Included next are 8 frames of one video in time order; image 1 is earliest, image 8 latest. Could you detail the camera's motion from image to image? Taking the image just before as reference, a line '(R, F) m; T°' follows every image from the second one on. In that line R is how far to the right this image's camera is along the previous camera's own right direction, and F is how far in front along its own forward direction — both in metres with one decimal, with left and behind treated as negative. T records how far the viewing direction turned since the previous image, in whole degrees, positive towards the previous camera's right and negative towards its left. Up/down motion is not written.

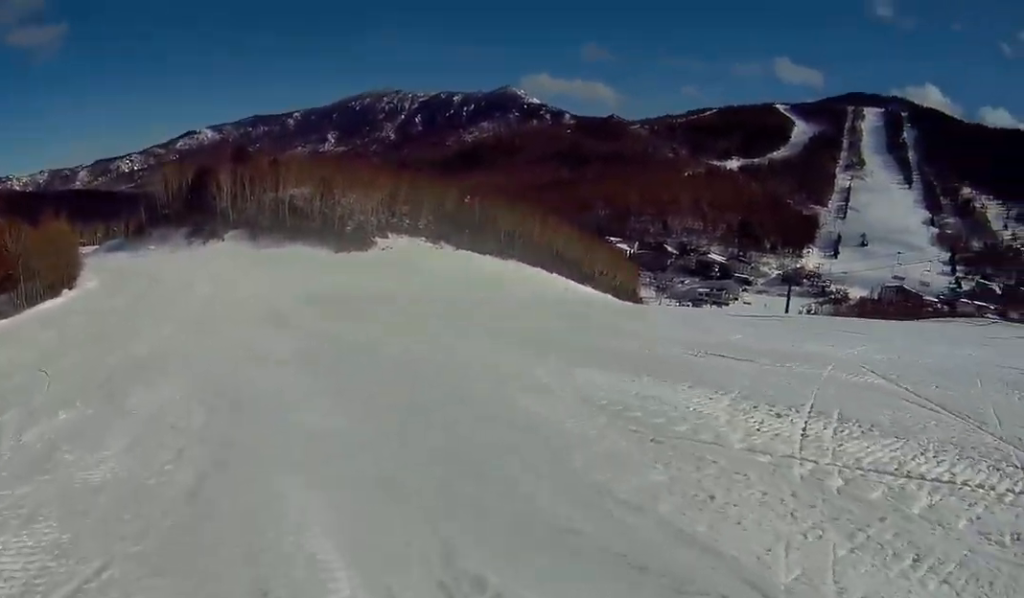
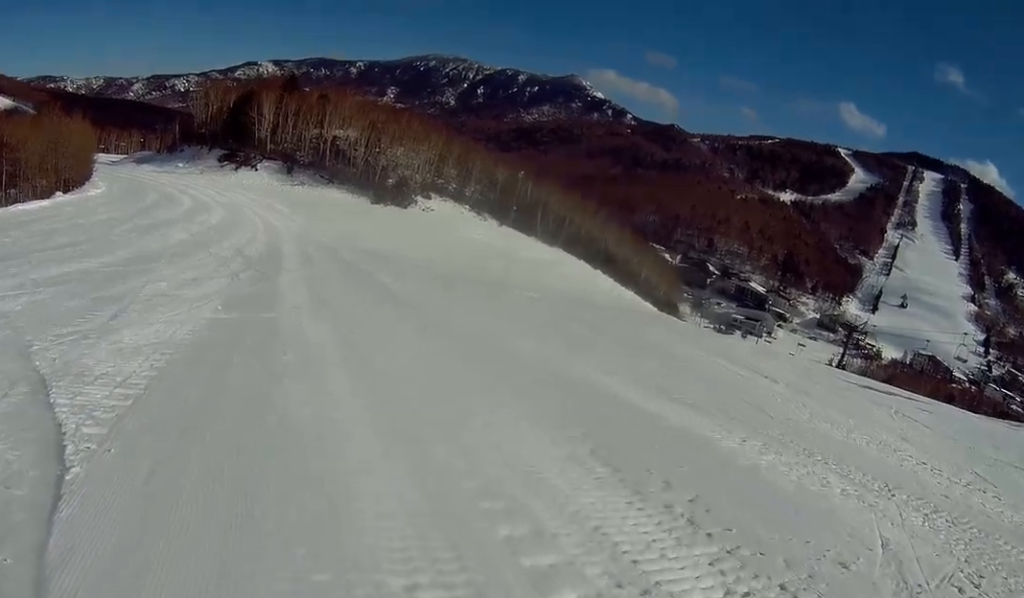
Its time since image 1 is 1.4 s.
(-1.5, +8.0) m; -9°
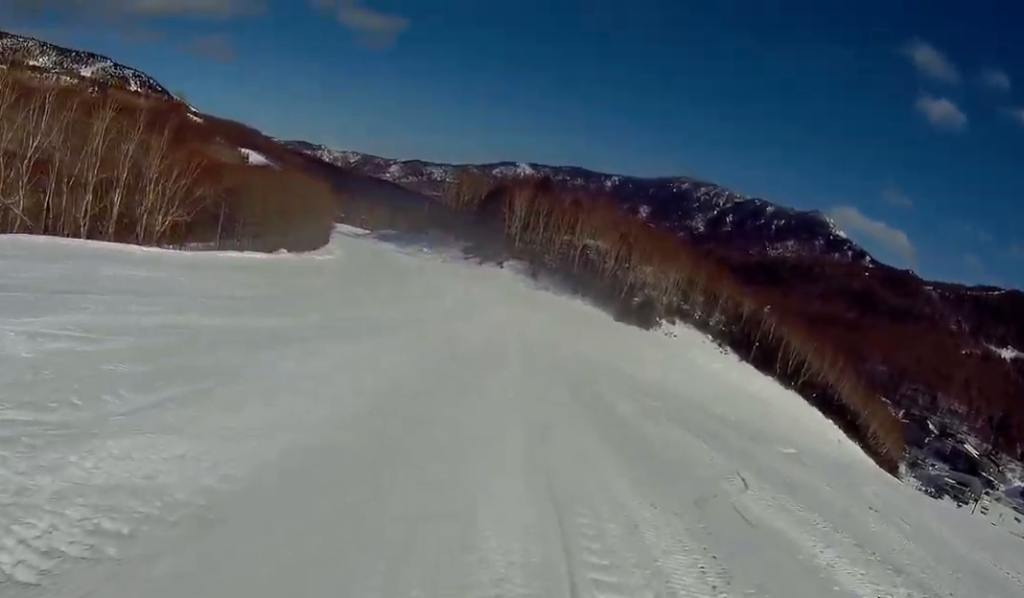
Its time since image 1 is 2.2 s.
(+0.1, +4.6) m; +13°
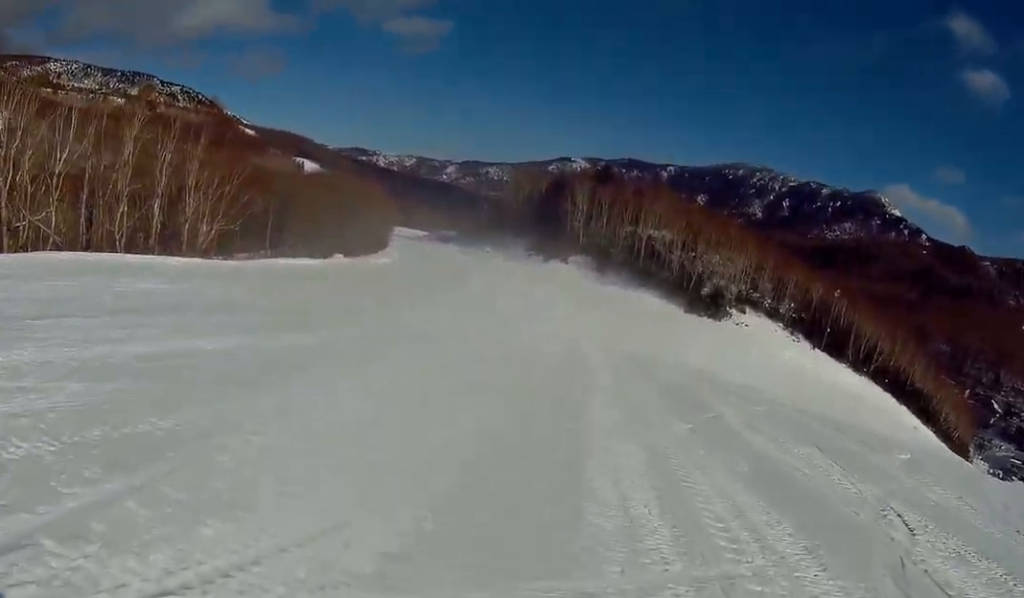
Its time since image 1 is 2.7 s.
(+0.5, +2.8) m; +2°
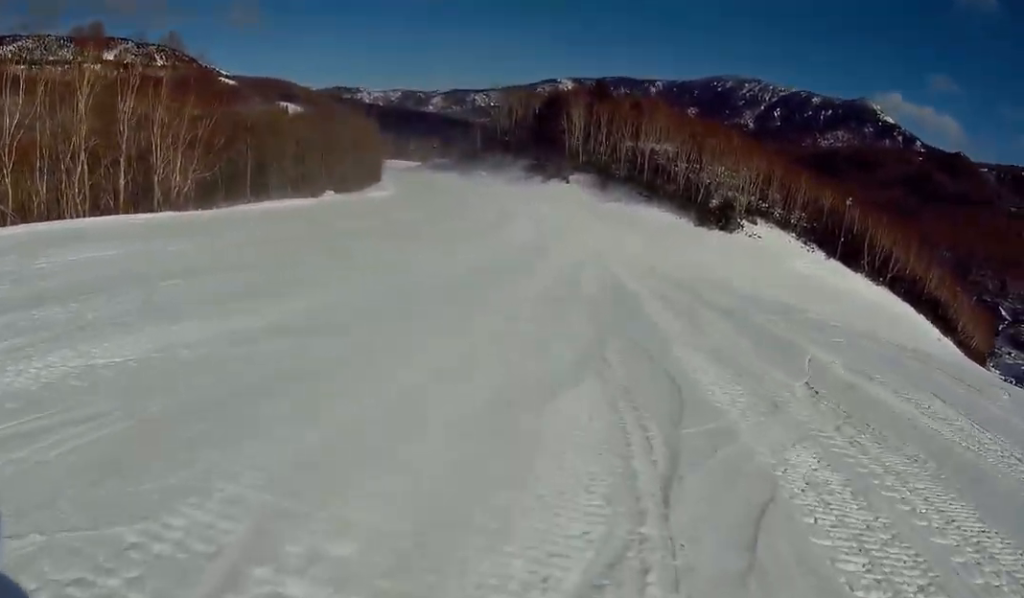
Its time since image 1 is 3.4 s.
(+0.7, +3.6) m; 0°
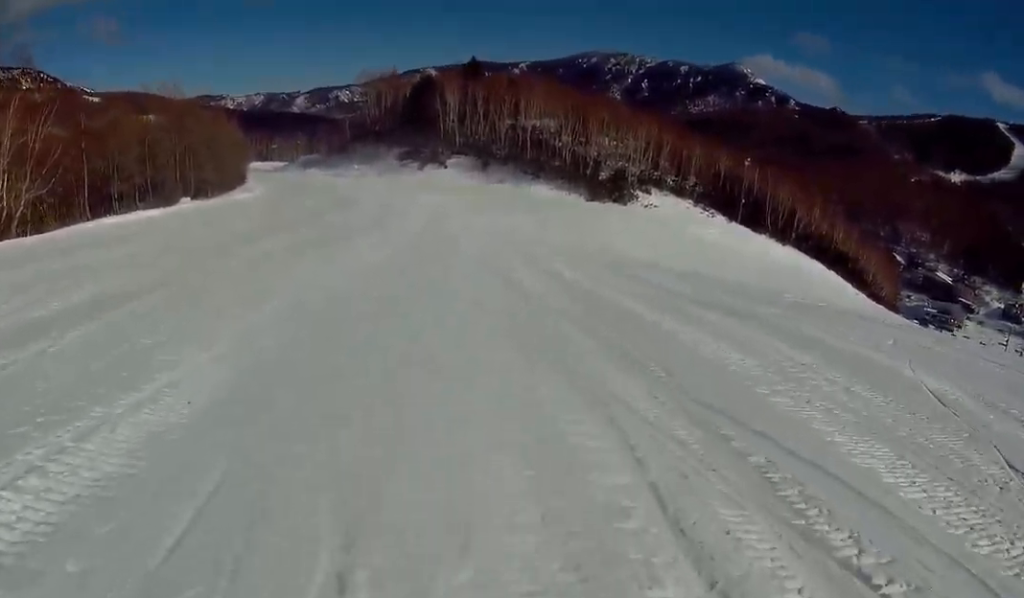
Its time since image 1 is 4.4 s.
(-1.2, +5.5) m; -13°
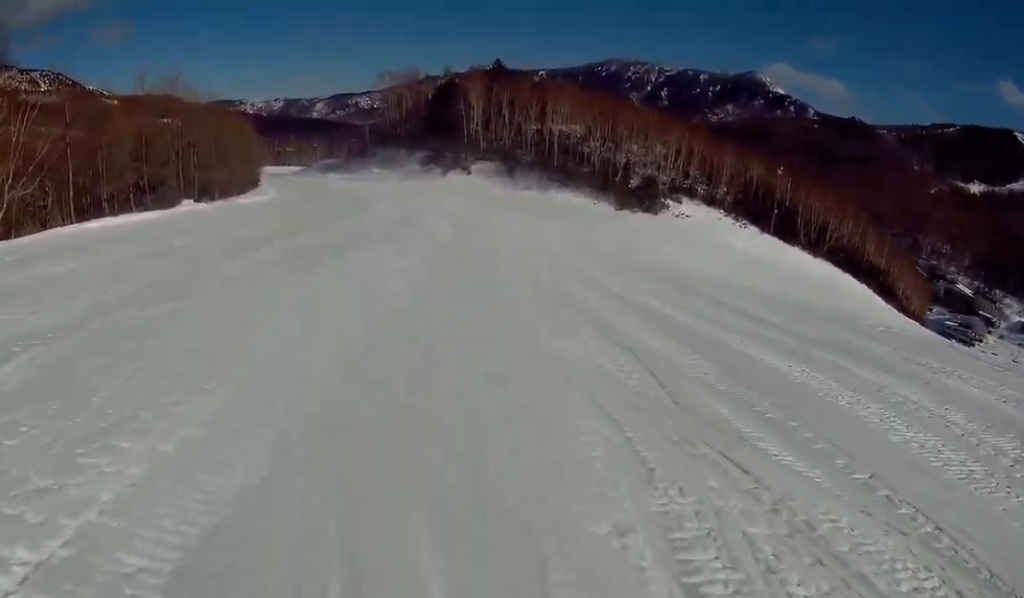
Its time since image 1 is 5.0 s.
(0.0, +3.2) m; -3°
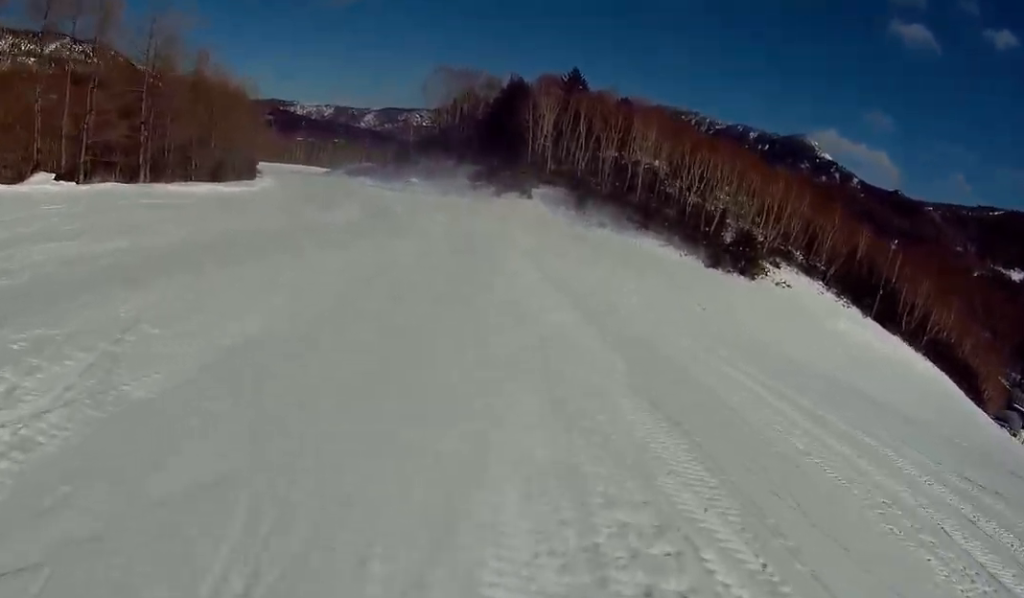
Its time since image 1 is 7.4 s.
(+0.5, +15.4) m; -2°
